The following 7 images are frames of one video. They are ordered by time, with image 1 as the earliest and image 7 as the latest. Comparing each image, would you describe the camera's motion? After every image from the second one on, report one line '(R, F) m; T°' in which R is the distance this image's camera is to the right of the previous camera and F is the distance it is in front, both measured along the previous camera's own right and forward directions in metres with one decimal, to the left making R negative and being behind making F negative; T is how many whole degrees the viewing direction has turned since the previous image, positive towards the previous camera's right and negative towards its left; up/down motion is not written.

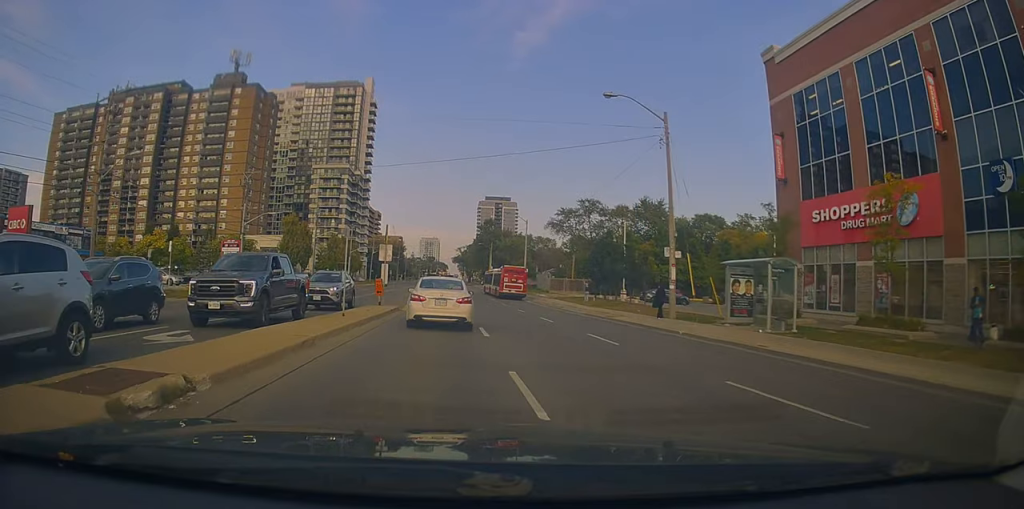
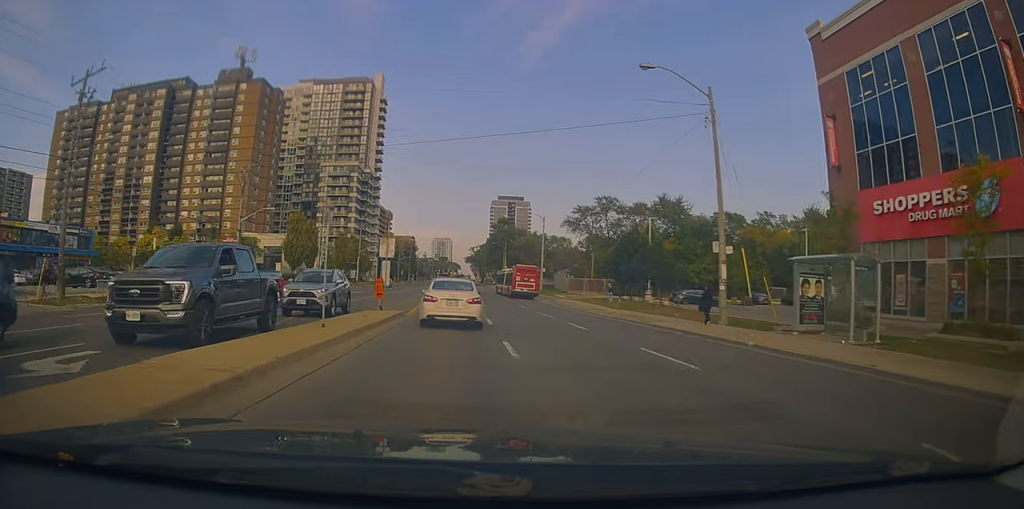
(-0.2, +4.0) m; -1°
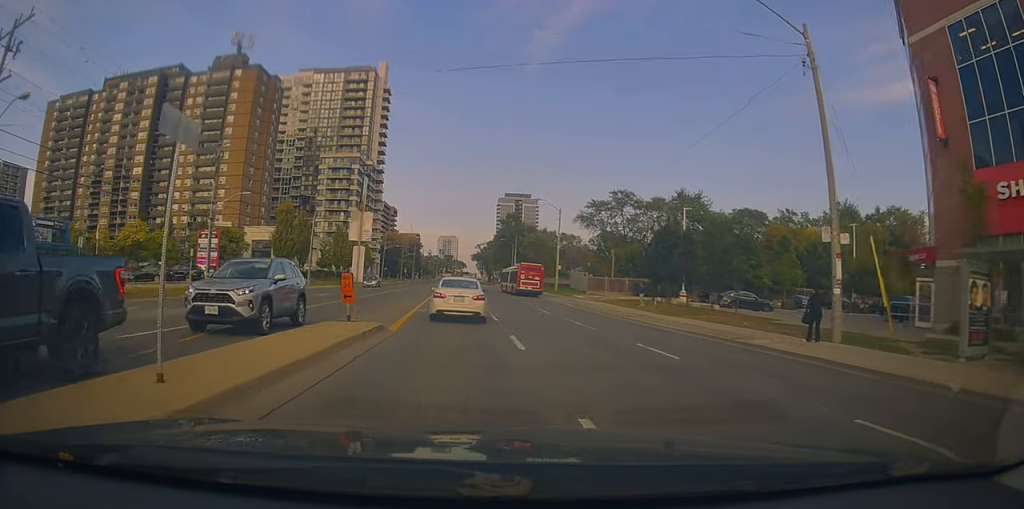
(+0.5, +7.4) m; 0°
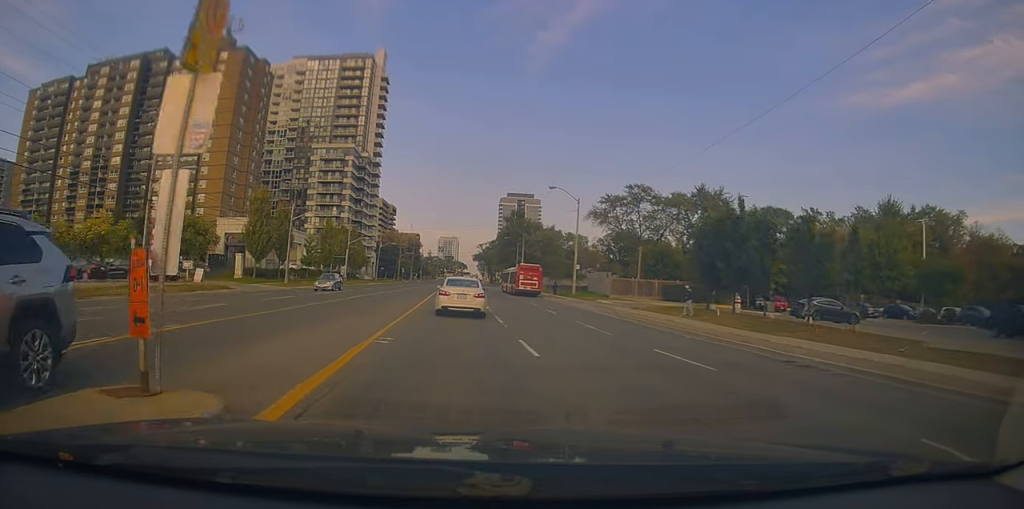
(-0.6, +9.8) m; -3°
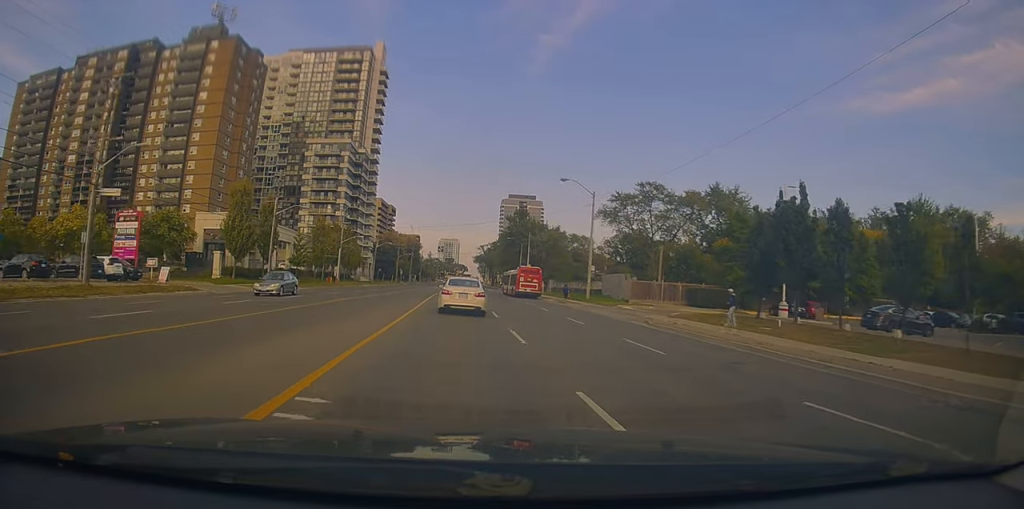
(+0.1, +6.2) m; +1°
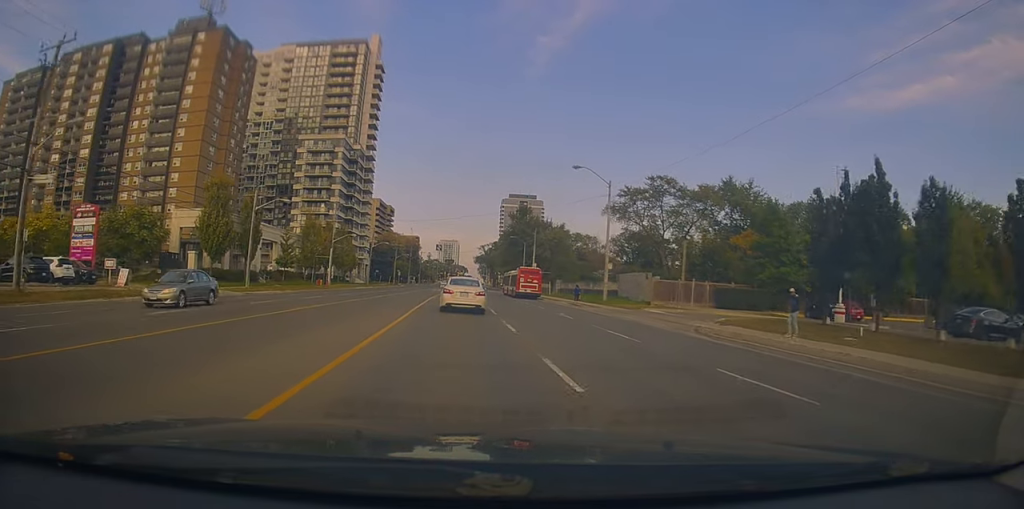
(0.0, +5.7) m; +1°
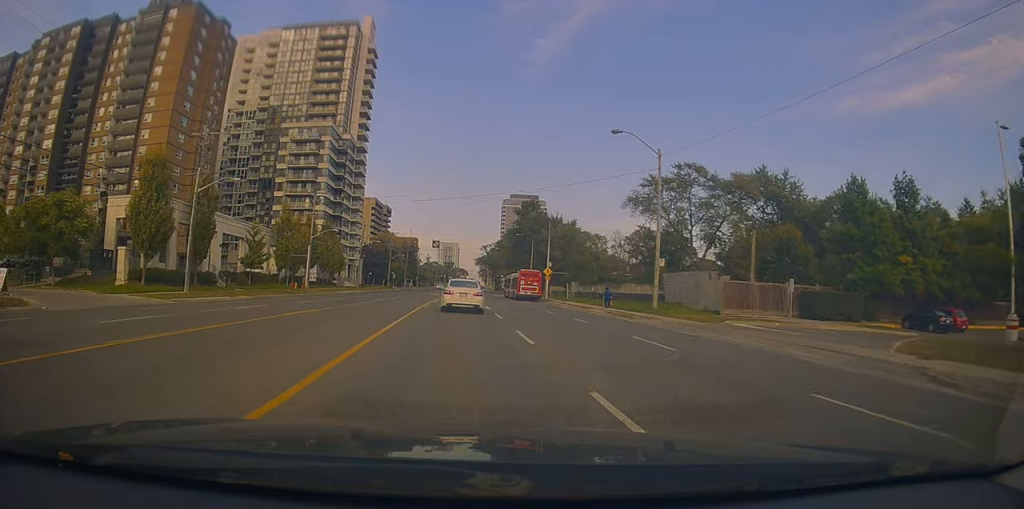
(0.0, +12.2) m; -2°
